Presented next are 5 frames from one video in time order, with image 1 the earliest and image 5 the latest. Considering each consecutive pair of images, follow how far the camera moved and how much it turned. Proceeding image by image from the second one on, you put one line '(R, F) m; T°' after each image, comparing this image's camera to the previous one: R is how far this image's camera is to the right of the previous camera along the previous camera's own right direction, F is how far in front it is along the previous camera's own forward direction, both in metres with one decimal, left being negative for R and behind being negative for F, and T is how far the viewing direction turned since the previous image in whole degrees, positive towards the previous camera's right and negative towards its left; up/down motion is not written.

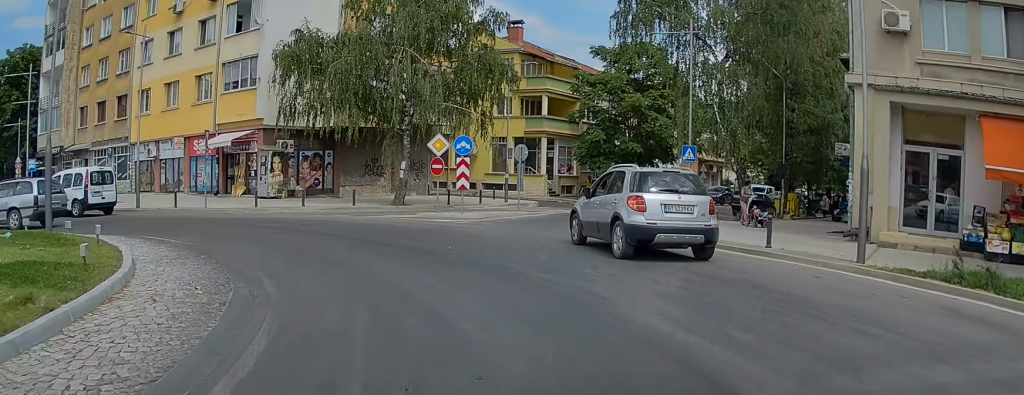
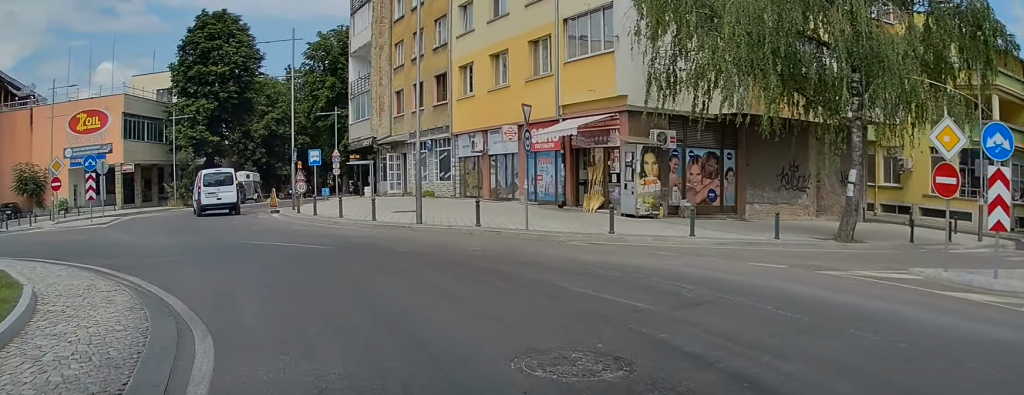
(-2.1, +11.2) m; -27°
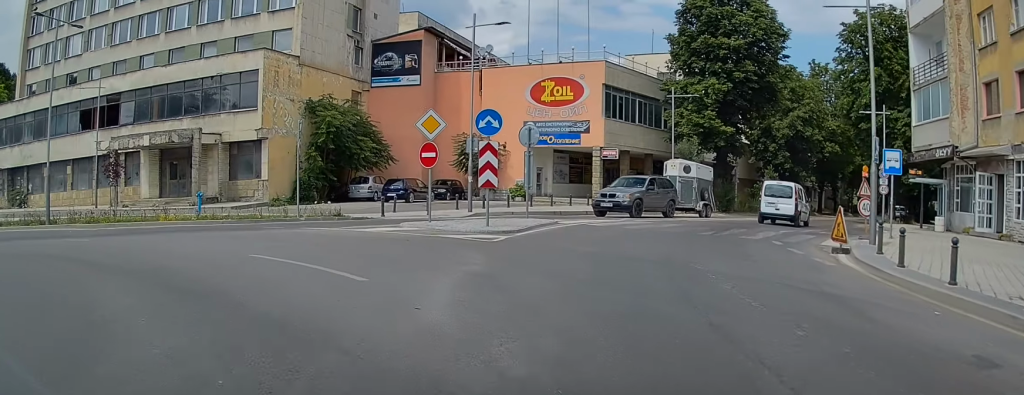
(-5.0, +12.4) m; -36°
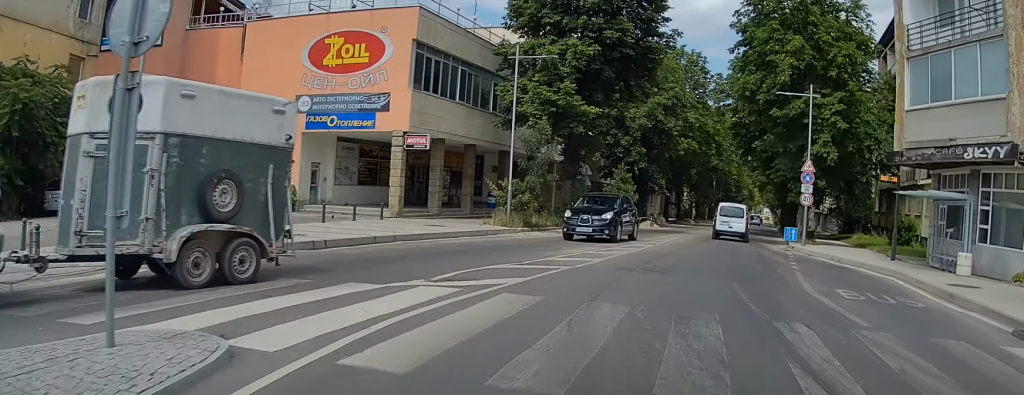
(-0.1, +15.1) m; +6°
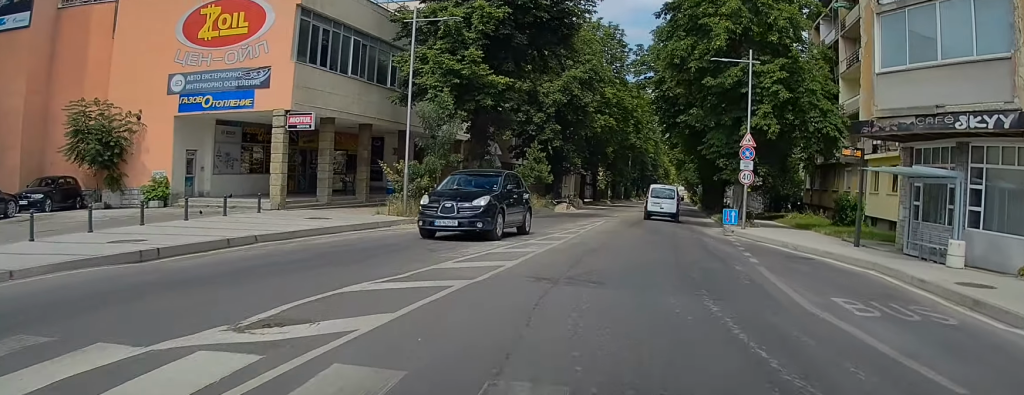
(+0.2, +4.2) m; +4°
